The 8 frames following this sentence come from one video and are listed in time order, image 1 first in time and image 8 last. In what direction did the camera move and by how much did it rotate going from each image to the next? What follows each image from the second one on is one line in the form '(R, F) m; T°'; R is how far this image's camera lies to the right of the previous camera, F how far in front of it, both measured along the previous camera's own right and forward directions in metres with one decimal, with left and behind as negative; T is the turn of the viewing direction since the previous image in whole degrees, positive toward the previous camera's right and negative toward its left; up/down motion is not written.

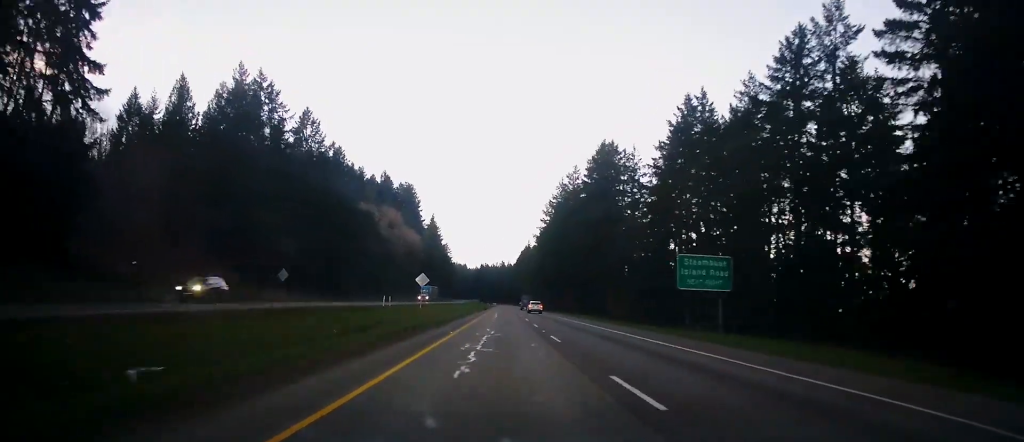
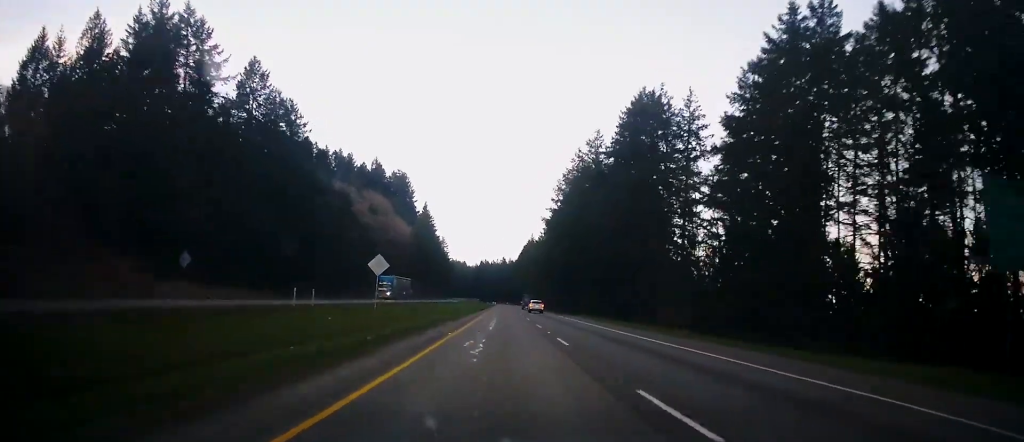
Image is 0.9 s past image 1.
(-0.3, +25.5) m; 0°
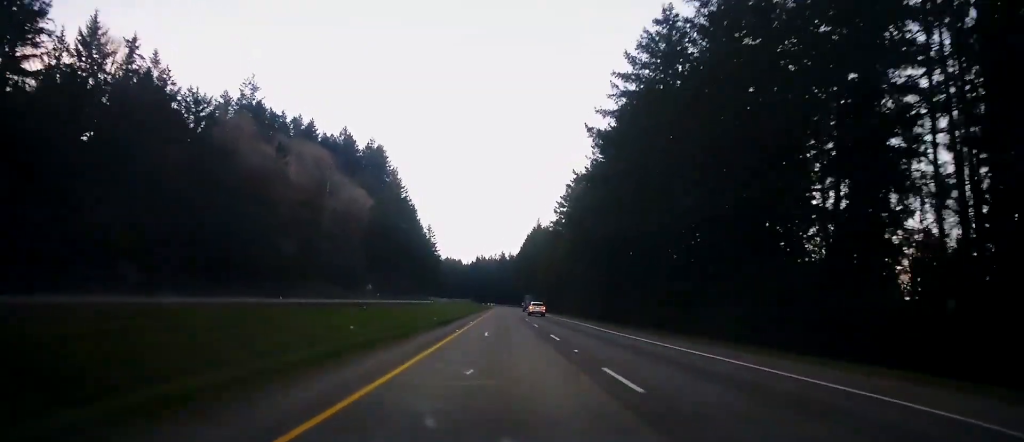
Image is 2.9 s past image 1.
(-0.1, +57.0) m; 0°
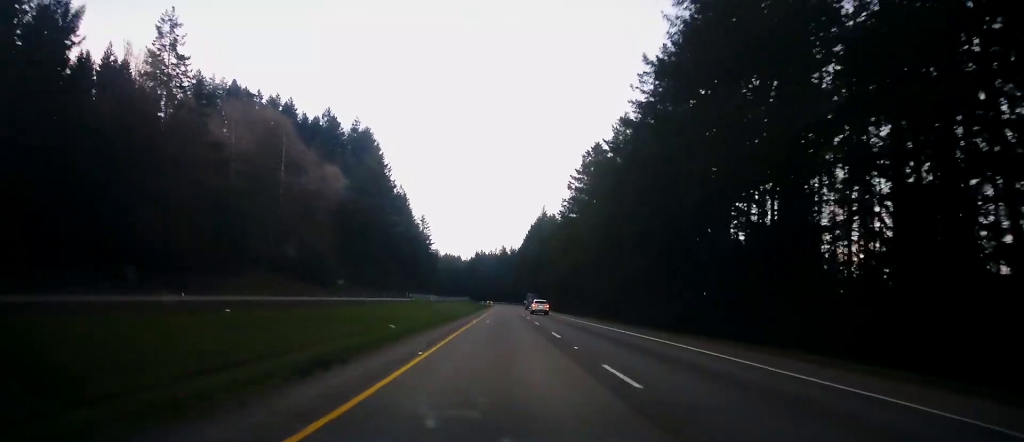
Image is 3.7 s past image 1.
(+0.3, +23.9) m; 0°
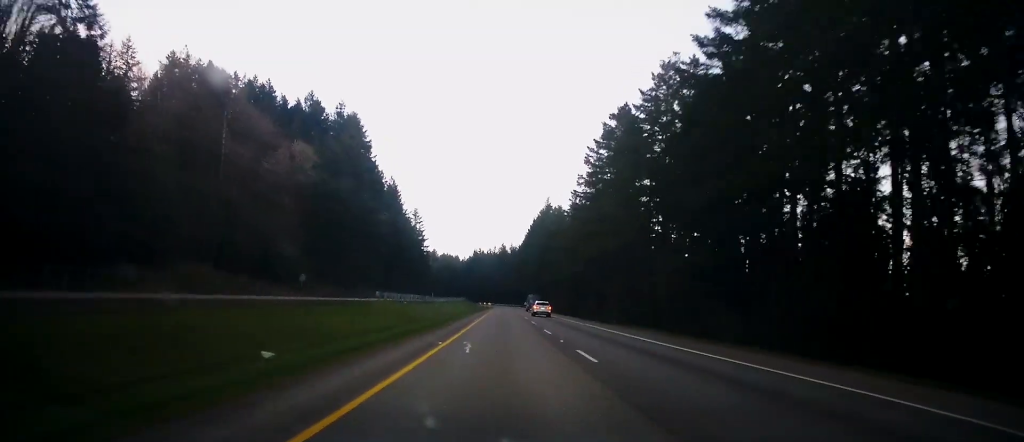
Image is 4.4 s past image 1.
(-0.1, +20.2) m; 0°
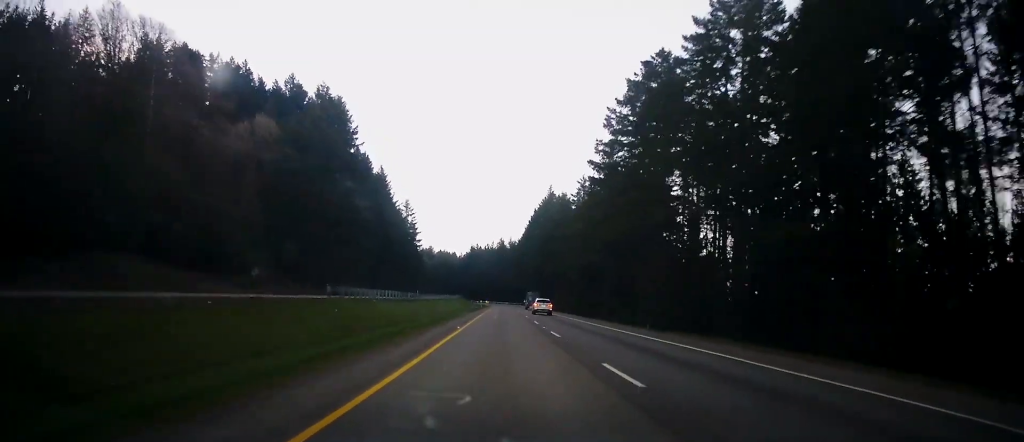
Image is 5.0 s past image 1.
(-0.2, +16.4) m; 0°
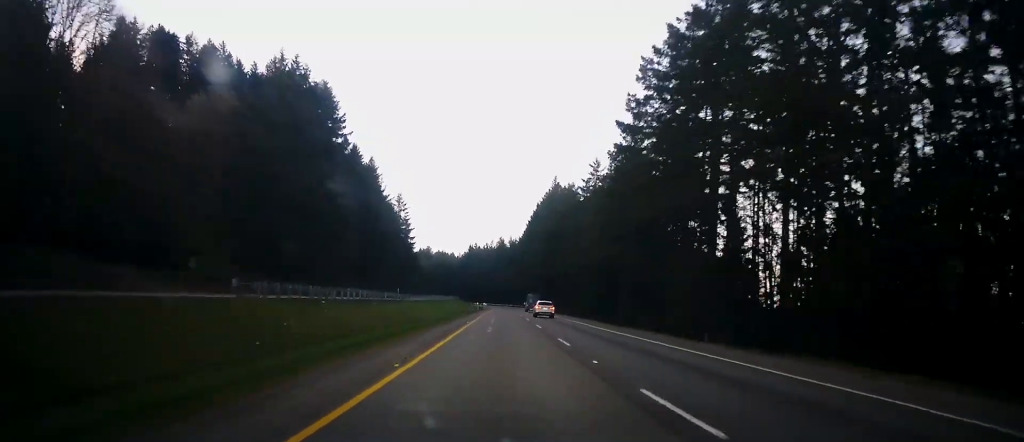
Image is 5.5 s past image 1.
(+0.2, +15.5) m; 0°
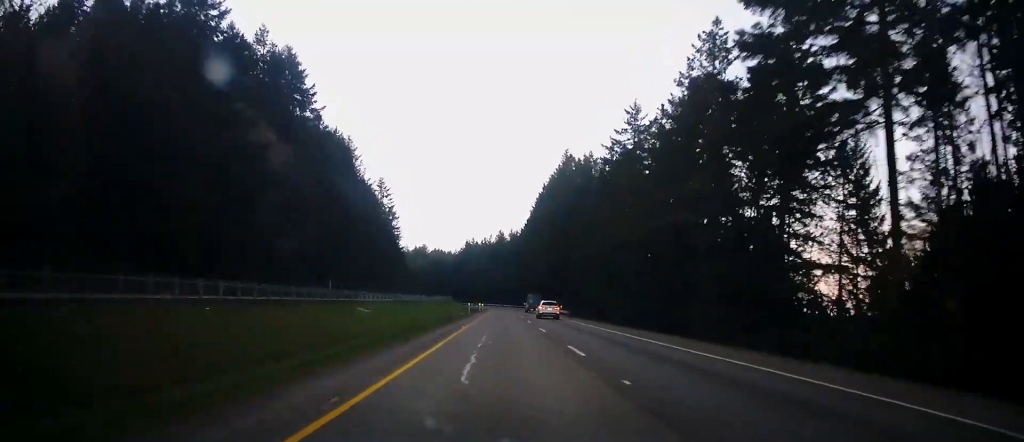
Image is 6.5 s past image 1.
(+0.1, +28.1) m; +1°
